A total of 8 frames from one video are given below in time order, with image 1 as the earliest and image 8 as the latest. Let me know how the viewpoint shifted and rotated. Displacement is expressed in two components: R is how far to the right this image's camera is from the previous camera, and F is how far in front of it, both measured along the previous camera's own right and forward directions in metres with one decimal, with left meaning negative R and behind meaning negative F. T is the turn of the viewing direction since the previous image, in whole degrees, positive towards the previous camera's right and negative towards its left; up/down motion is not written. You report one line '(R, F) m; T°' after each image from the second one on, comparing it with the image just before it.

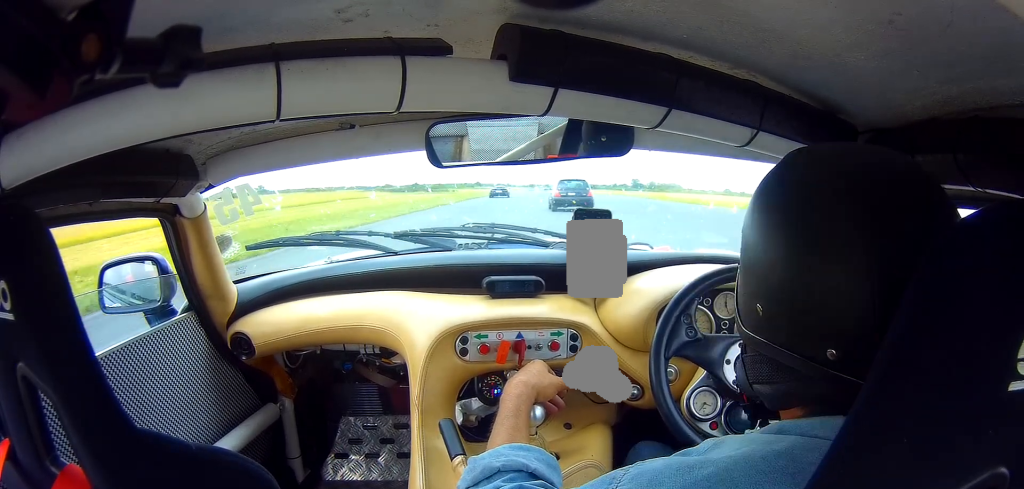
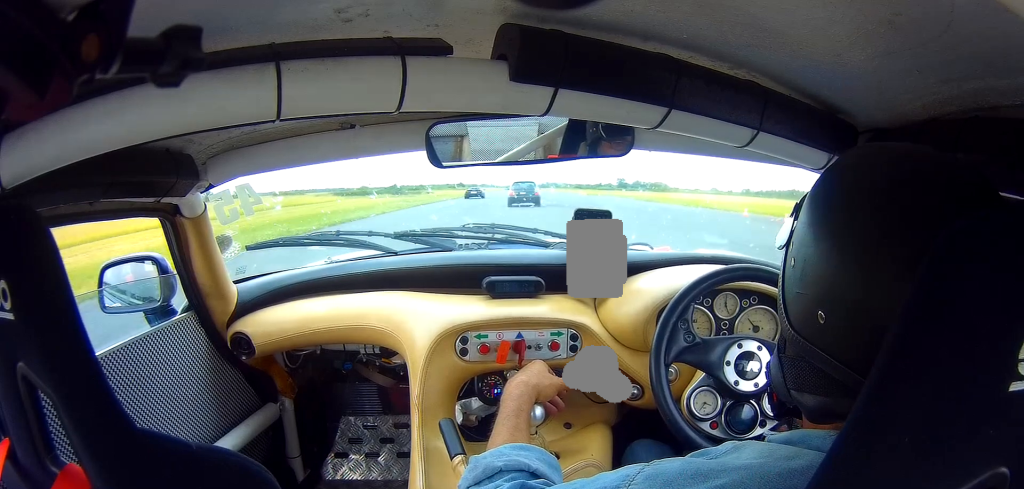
(+0.2, +12.0) m; +1°
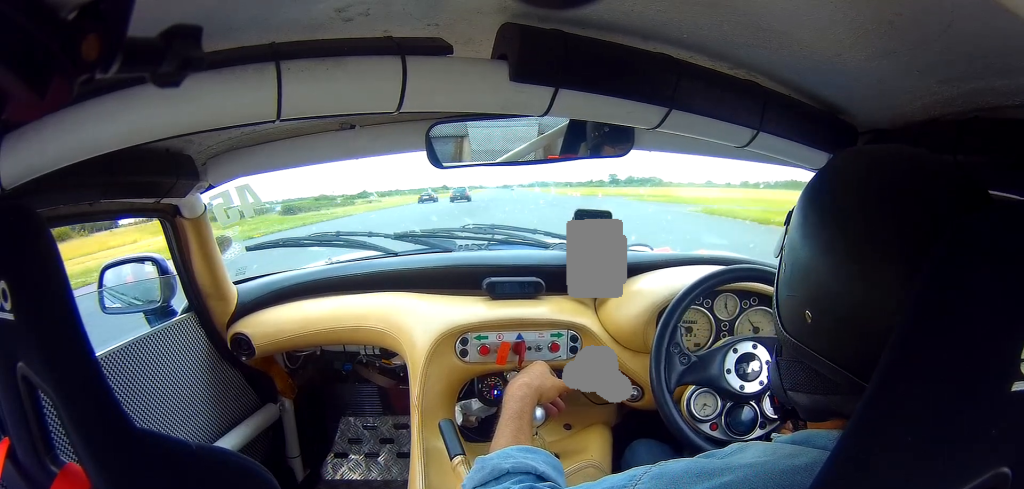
(+0.6, +35.4) m; 0°
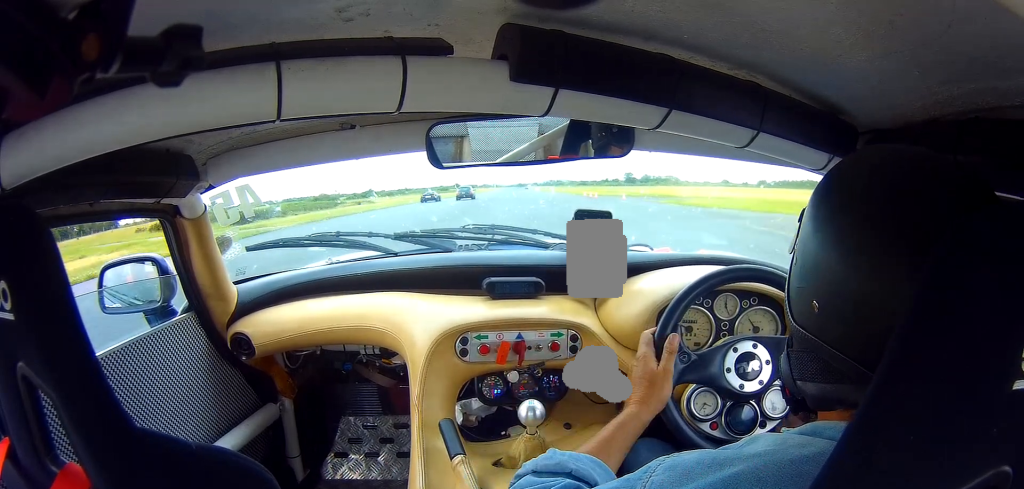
(-0.2, +12.9) m; -1°
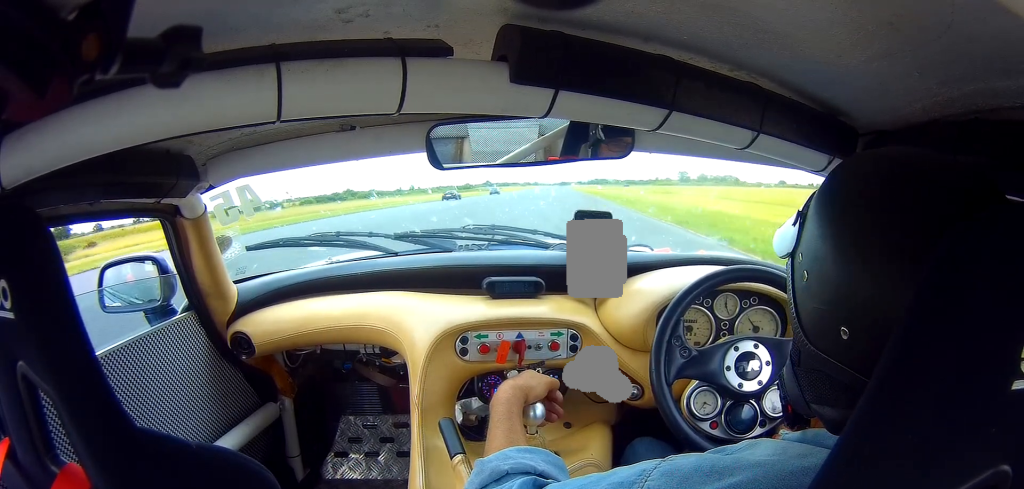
(-3.1, +80.9) m; -4°
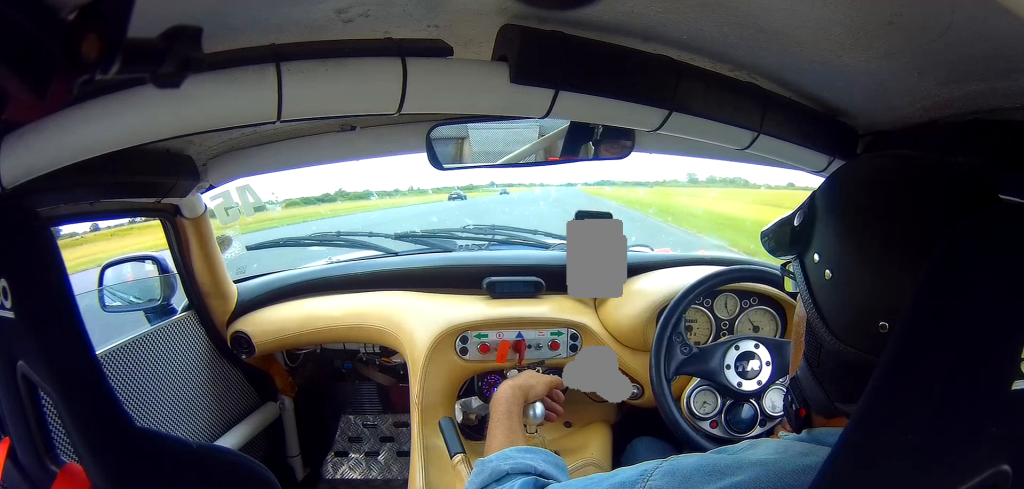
(-0.1, +13.0) m; 0°
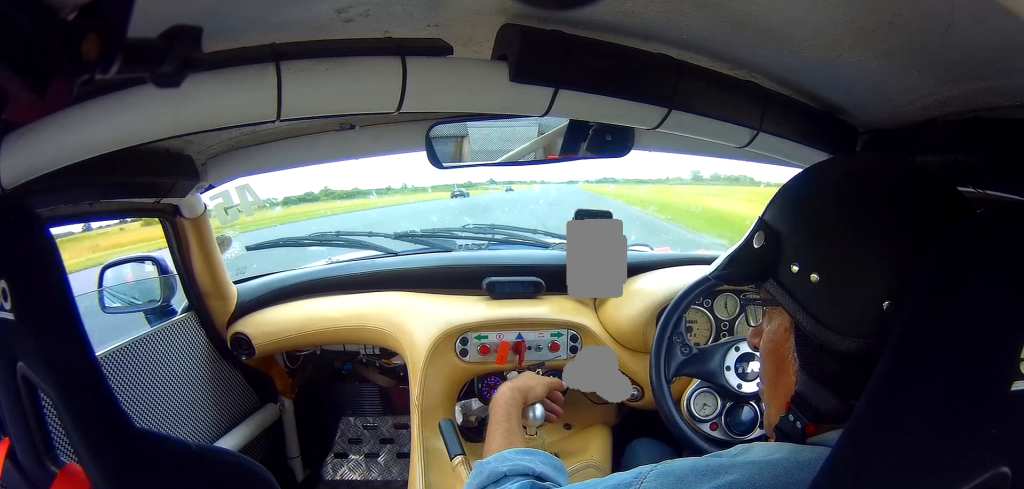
(0.0, +13.8) m; 0°
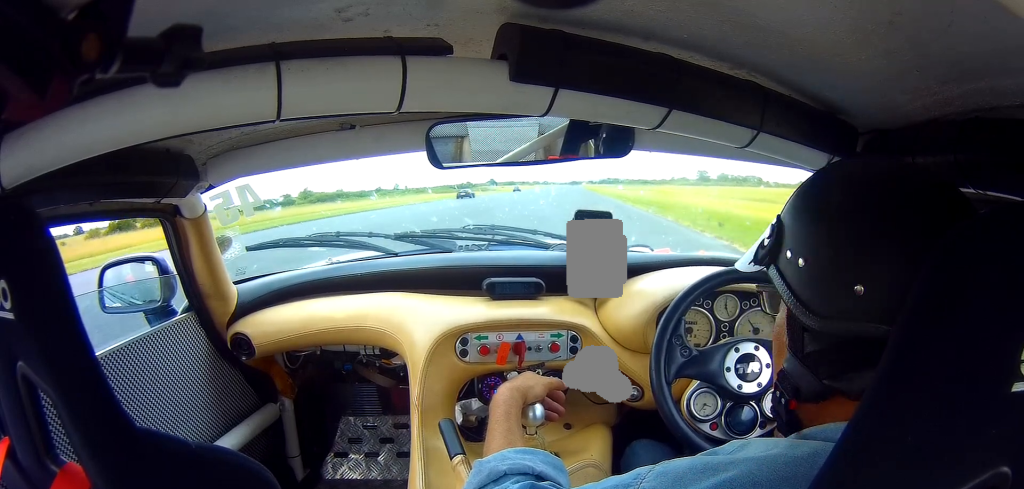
(0.0, +17.2) m; 0°
